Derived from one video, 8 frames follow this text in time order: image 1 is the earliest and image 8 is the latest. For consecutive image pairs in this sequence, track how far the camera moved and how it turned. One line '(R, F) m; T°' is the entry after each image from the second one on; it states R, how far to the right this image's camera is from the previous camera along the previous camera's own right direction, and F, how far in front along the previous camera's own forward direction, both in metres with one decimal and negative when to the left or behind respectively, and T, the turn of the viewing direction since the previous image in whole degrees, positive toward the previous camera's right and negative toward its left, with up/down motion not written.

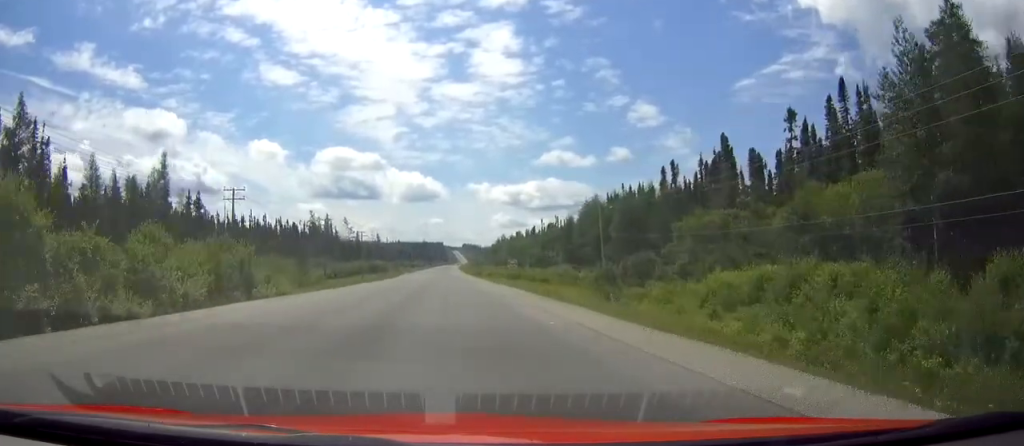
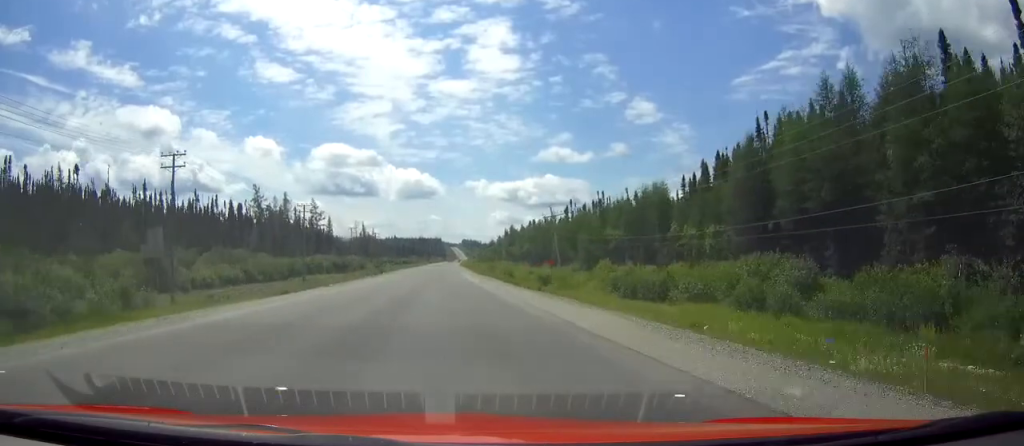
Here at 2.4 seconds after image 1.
(+0.2, +68.6) m; 0°
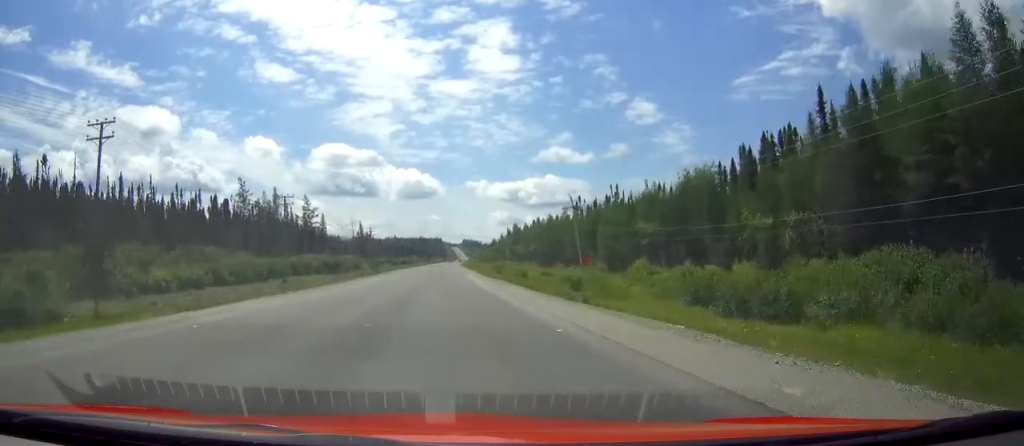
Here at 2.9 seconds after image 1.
(0.0, +13.1) m; 0°
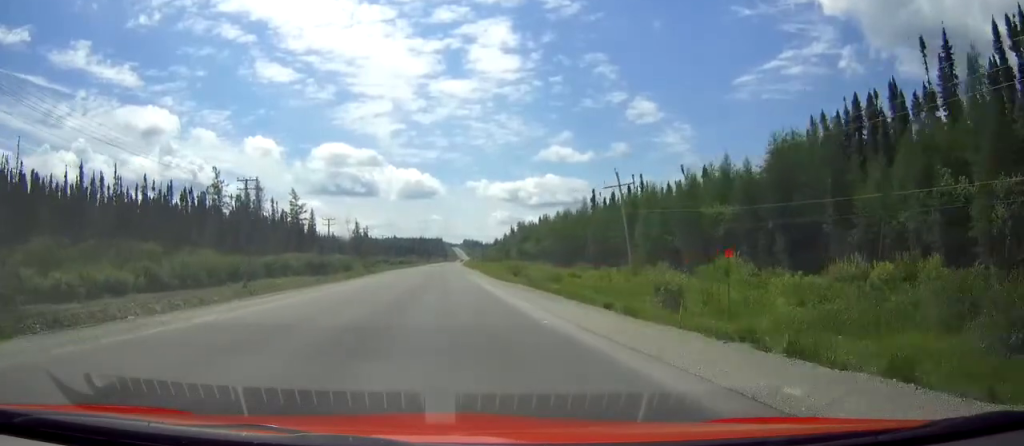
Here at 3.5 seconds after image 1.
(0.0, +18.4) m; 0°
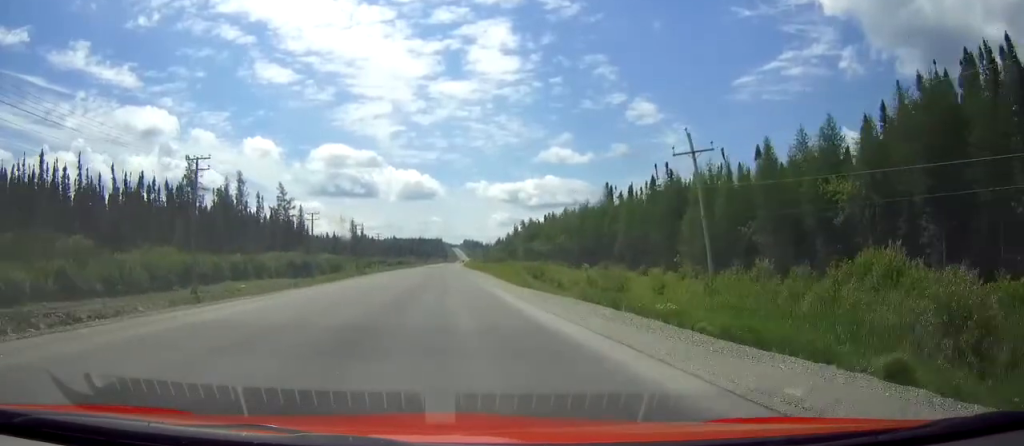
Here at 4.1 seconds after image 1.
(0.0, +15.5) m; 0°
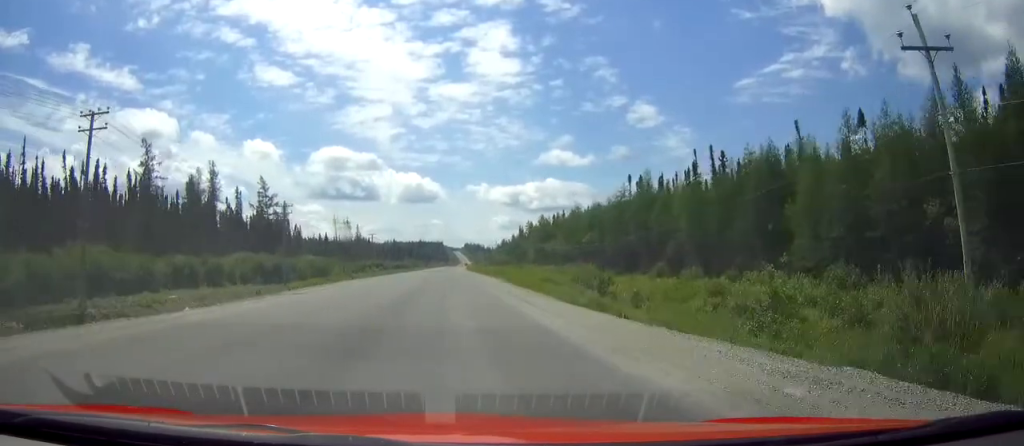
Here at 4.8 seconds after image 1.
(0.0, +19.8) m; 0°
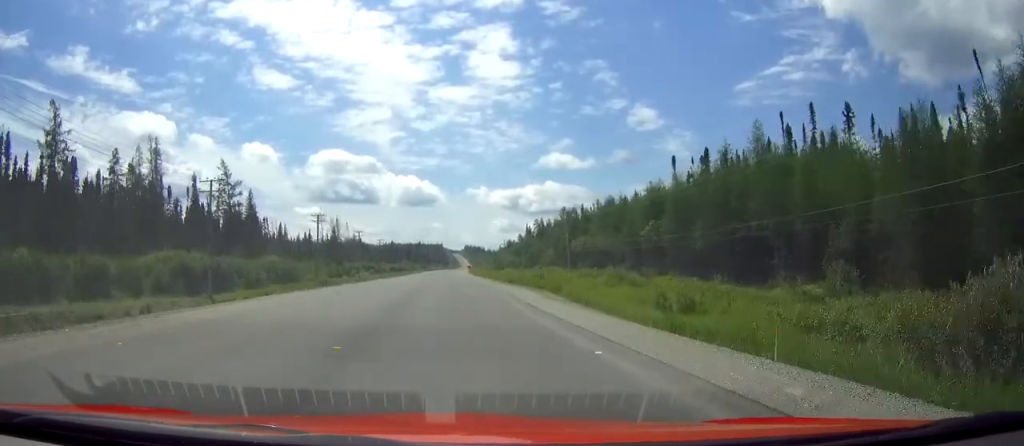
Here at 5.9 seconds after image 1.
(0.0, +29.2) m; 0°
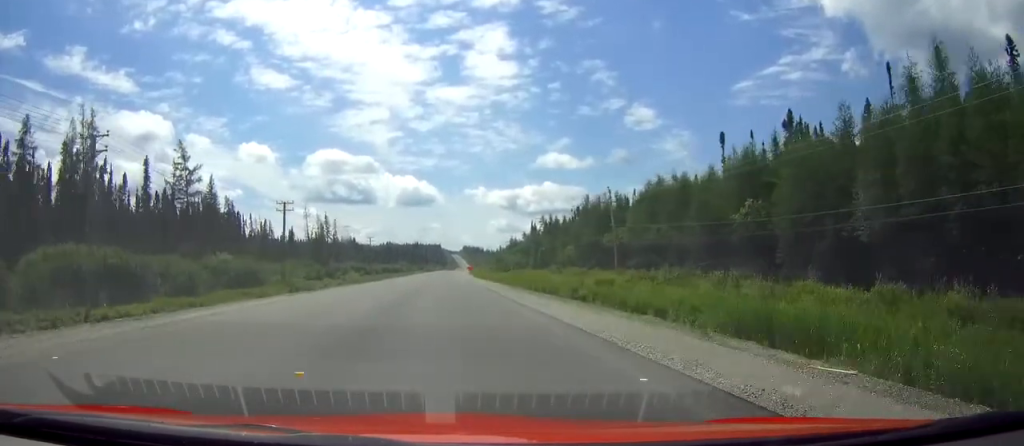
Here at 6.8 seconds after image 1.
(+0.1, +22.6) m; 0°
